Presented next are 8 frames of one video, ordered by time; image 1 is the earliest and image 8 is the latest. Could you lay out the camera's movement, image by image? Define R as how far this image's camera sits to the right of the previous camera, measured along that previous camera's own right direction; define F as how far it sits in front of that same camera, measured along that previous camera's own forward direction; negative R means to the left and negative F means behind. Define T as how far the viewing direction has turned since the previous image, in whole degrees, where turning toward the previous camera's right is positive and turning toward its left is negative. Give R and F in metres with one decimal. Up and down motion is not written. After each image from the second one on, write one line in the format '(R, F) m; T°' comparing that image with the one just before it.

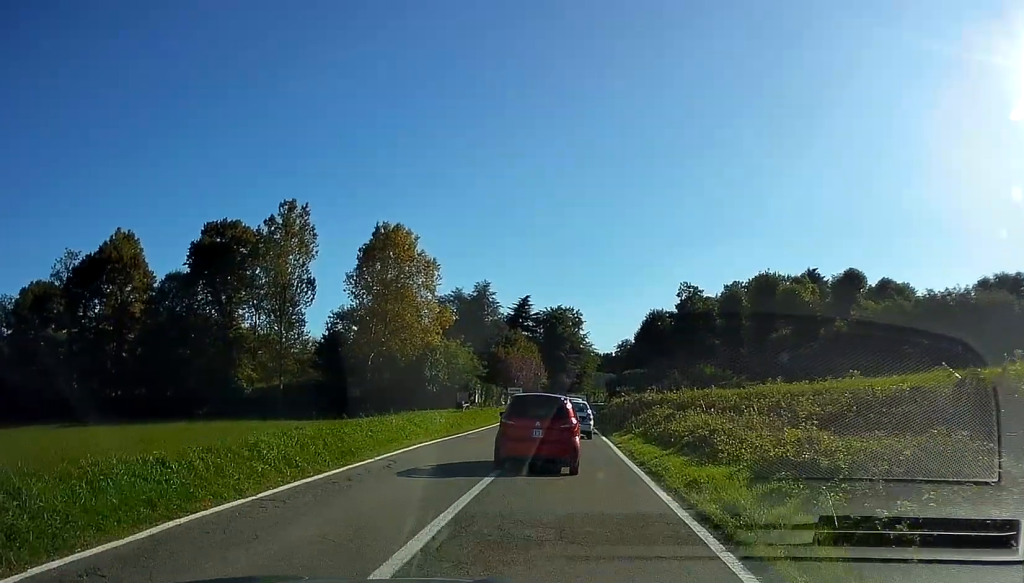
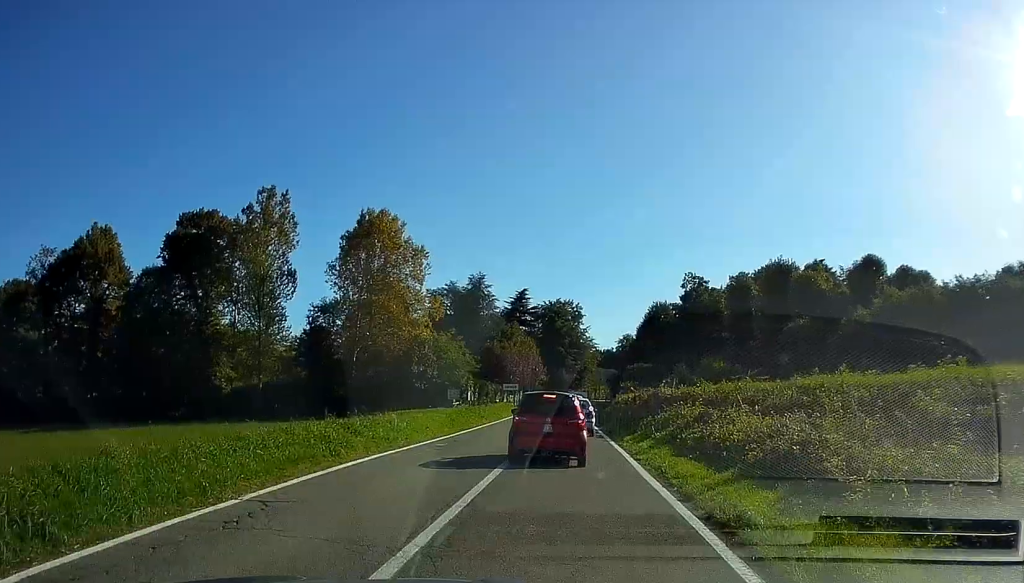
(-0.1, +5.7) m; 0°
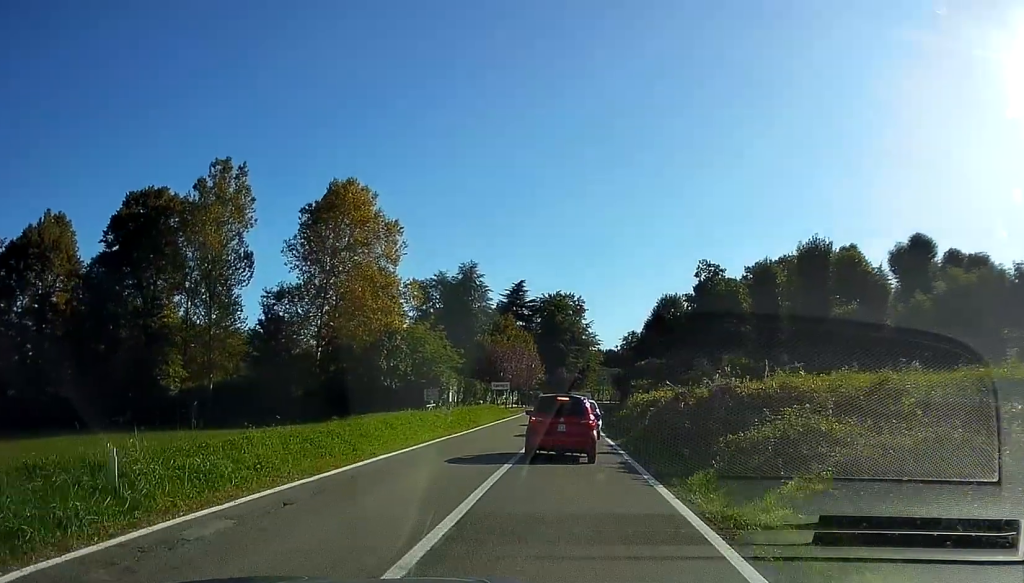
(+0.2, +12.1) m; 0°
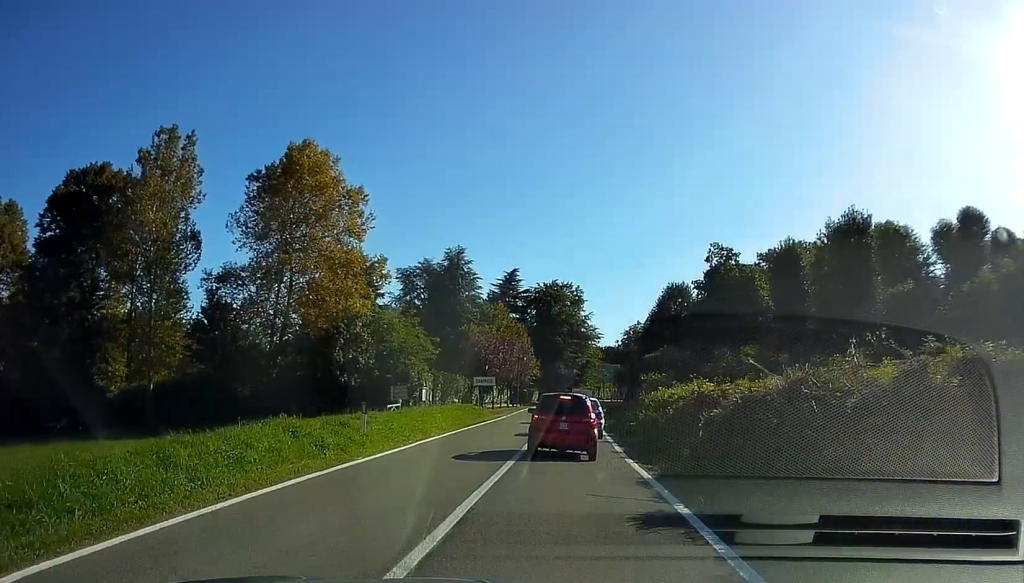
(0.0, +10.9) m; 0°
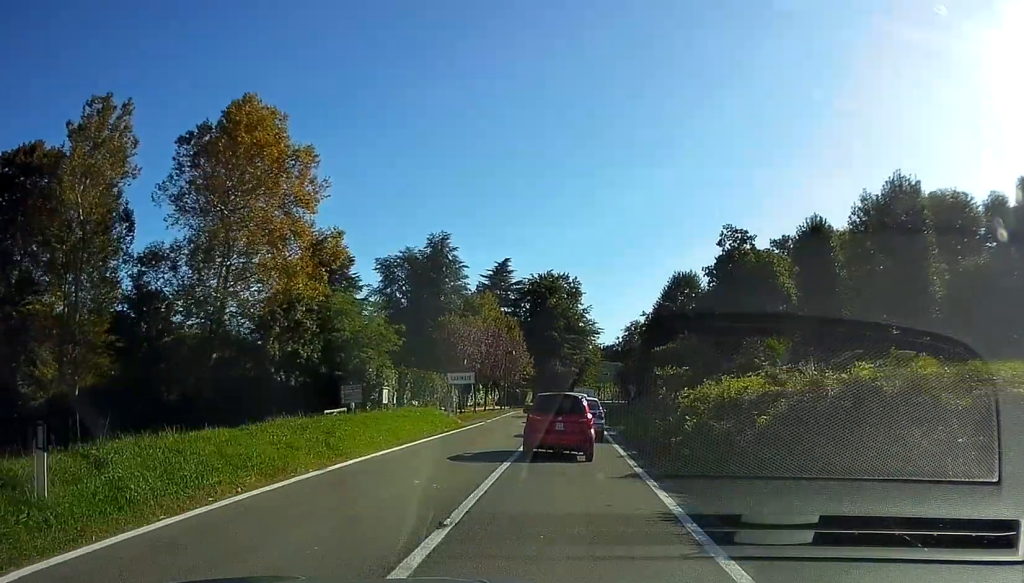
(-0.1, +10.7) m; 0°
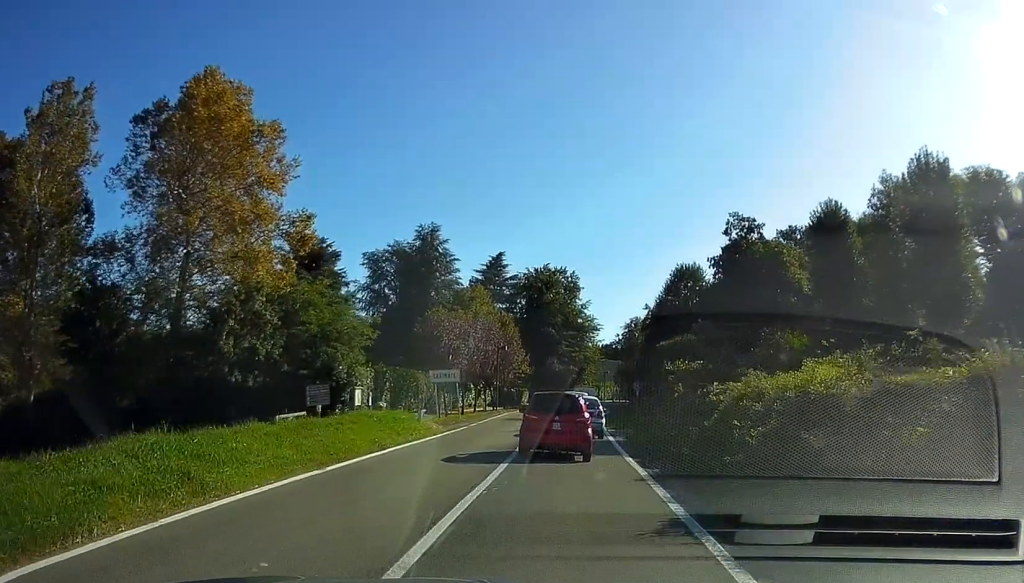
(-0.1, +5.3) m; 0°
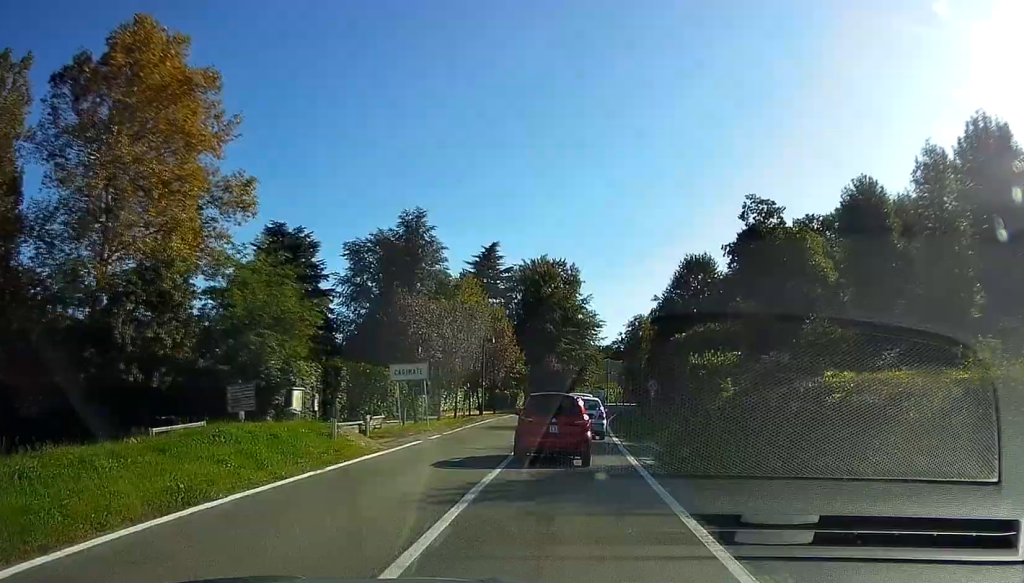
(+0.3, +8.6) m; +2°
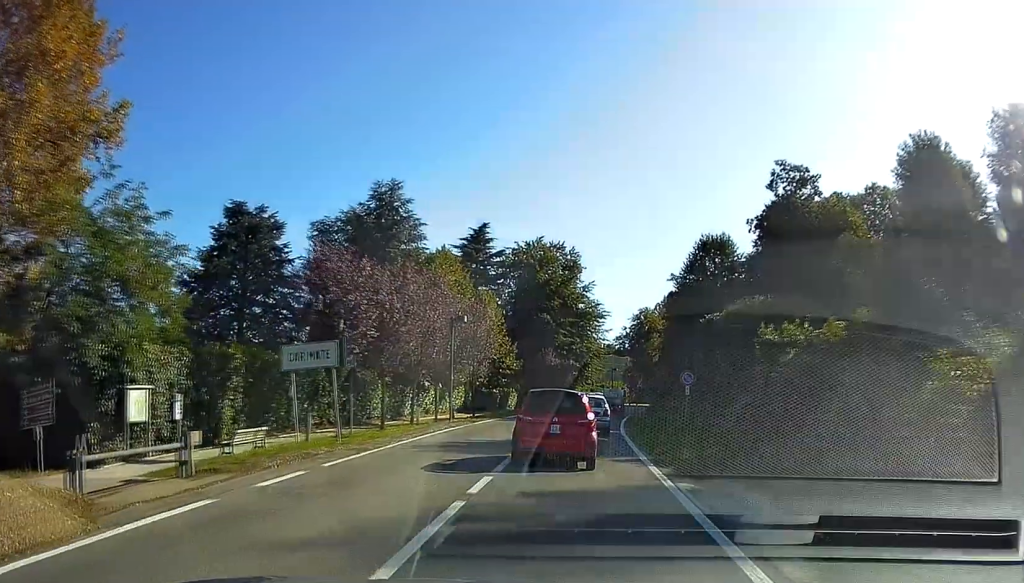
(-0.2, +11.7) m; -2°
